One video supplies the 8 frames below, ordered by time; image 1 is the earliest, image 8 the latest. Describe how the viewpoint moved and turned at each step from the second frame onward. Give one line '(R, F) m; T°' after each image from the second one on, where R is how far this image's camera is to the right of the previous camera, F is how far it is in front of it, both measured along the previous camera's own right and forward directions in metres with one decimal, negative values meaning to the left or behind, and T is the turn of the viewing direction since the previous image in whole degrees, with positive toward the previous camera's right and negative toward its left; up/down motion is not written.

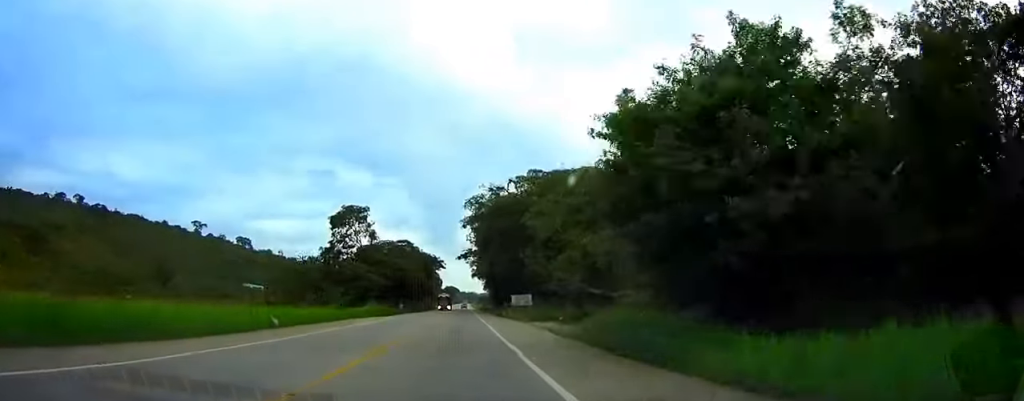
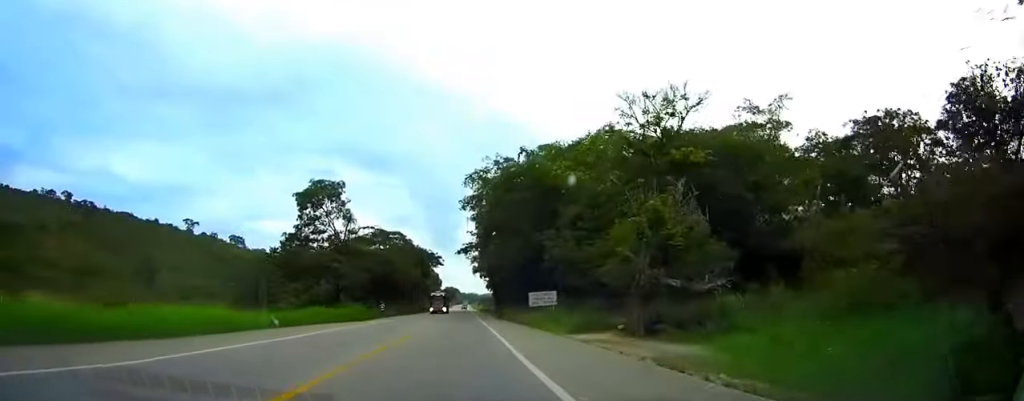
(0.0, +18.0) m; 0°
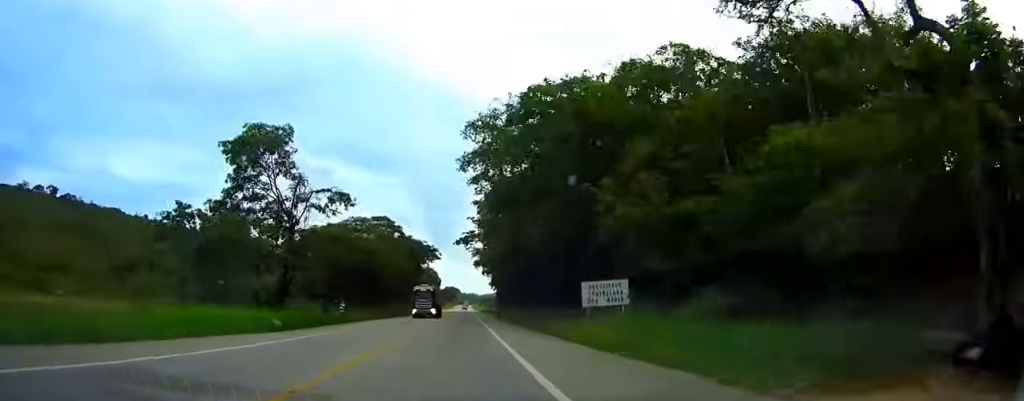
(0.0, +21.7) m; 0°
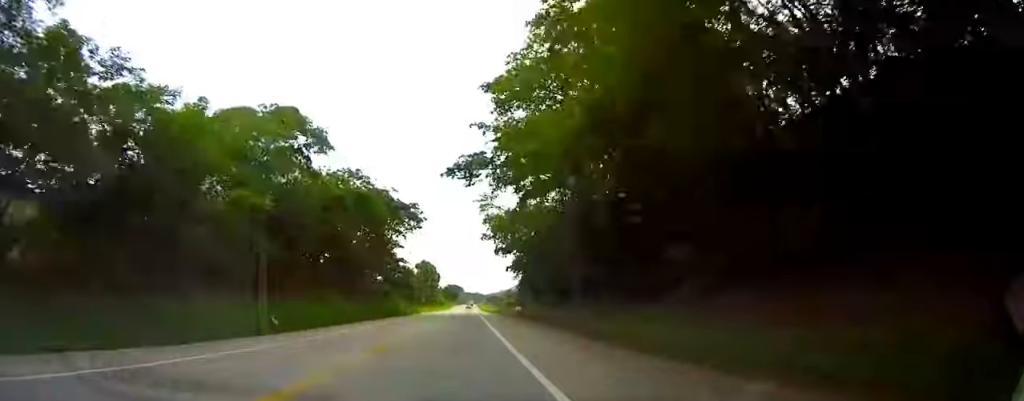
(-0.1, +60.0) m; 0°
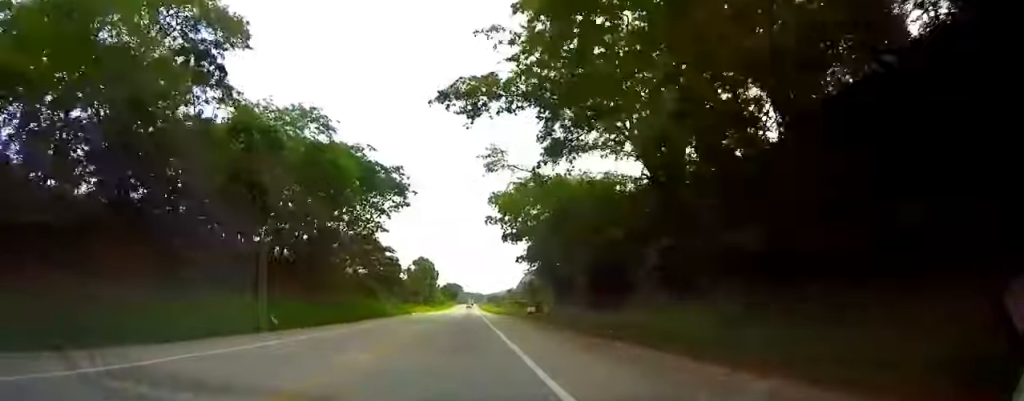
(0.0, +19.8) m; 0°
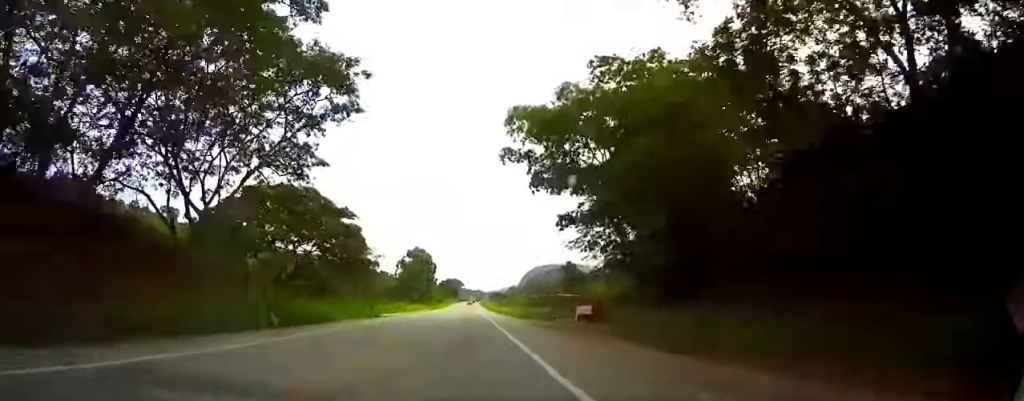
(0.0, +35.2) m; 0°
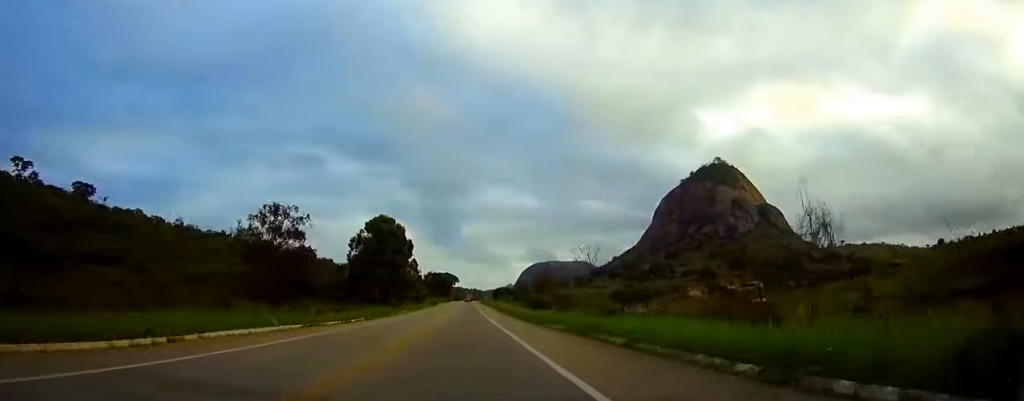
(+0.2, +97.3) m; 0°
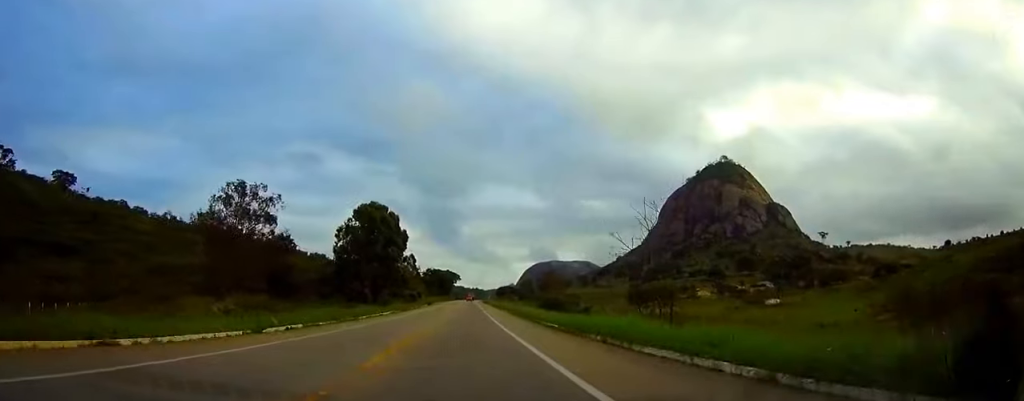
(0.0, +20.3) m; 0°
